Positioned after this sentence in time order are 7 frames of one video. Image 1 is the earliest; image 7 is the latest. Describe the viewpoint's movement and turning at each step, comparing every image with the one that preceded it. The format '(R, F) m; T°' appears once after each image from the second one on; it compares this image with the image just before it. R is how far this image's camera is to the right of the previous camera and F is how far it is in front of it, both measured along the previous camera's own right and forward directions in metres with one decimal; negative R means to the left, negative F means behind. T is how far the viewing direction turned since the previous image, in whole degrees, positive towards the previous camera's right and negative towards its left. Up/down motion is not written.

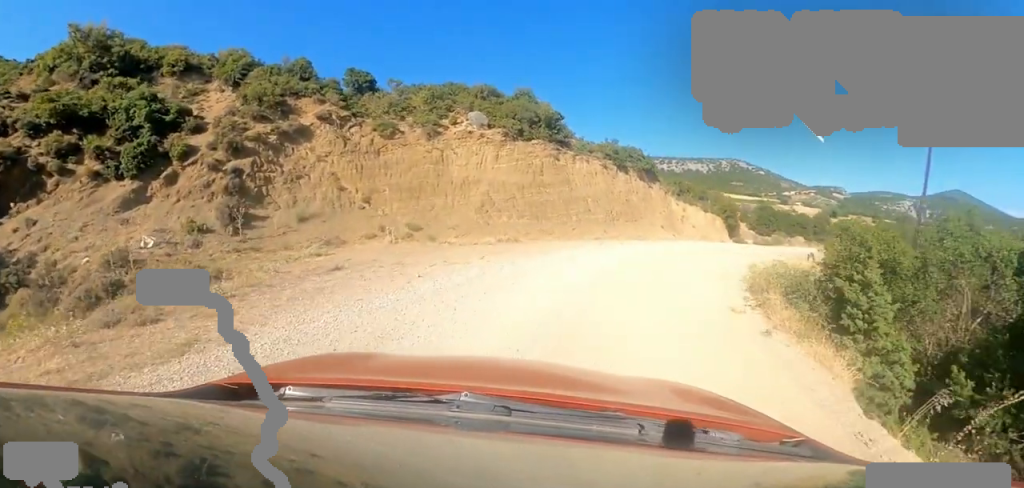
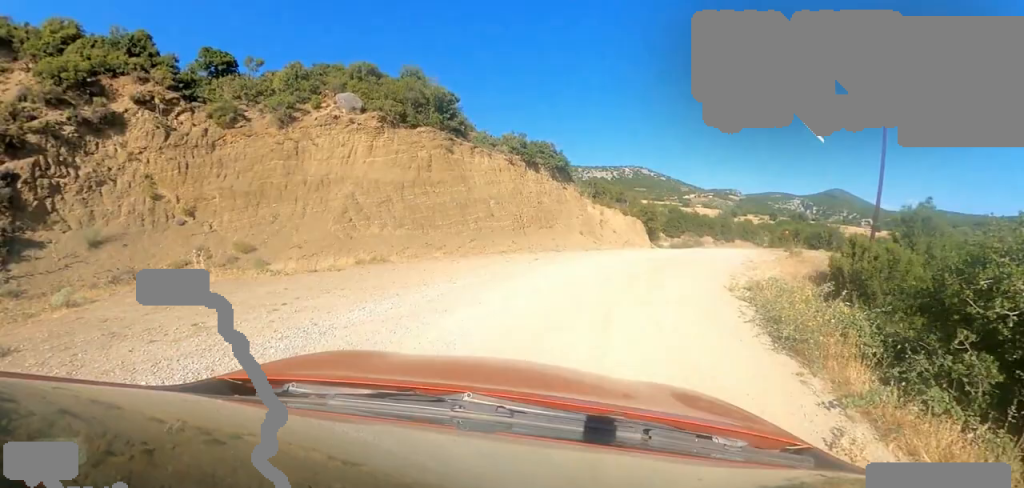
(+0.1, +5.0) m; +14°
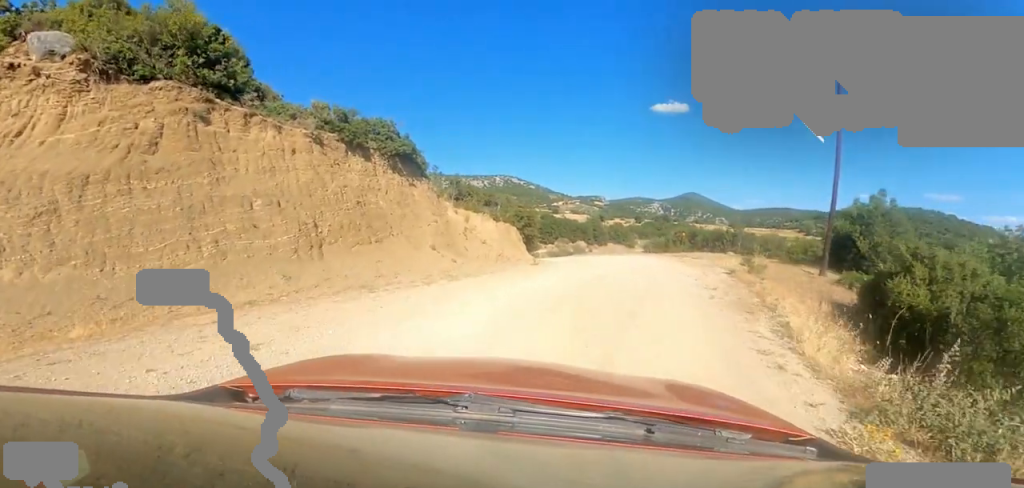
(+1.7, +6.4) m; +23°
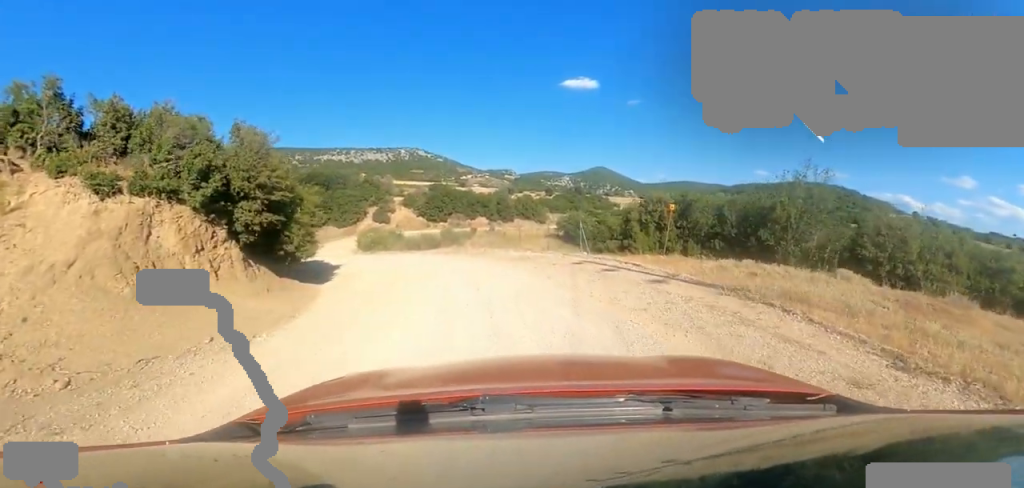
(+5.4, +16.3) m; +20°
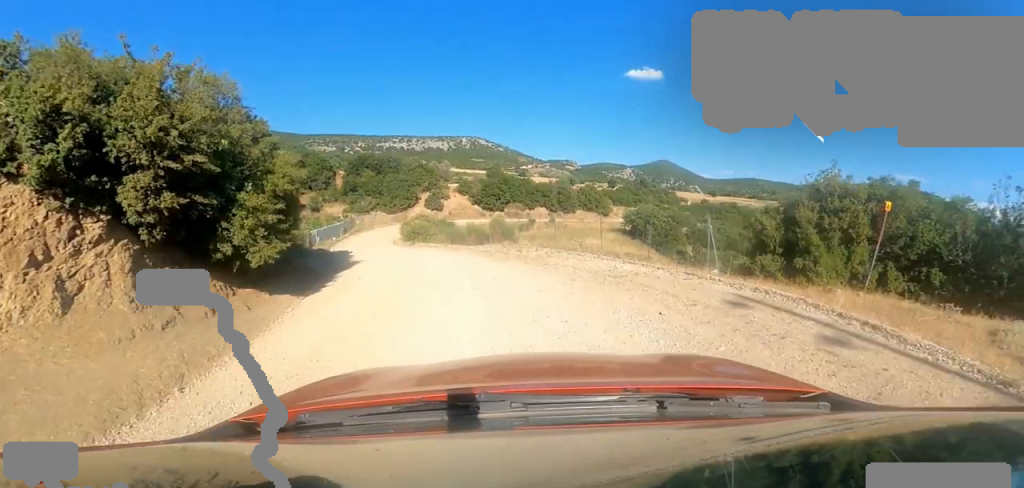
(-0.1, +5.3) m; -4°
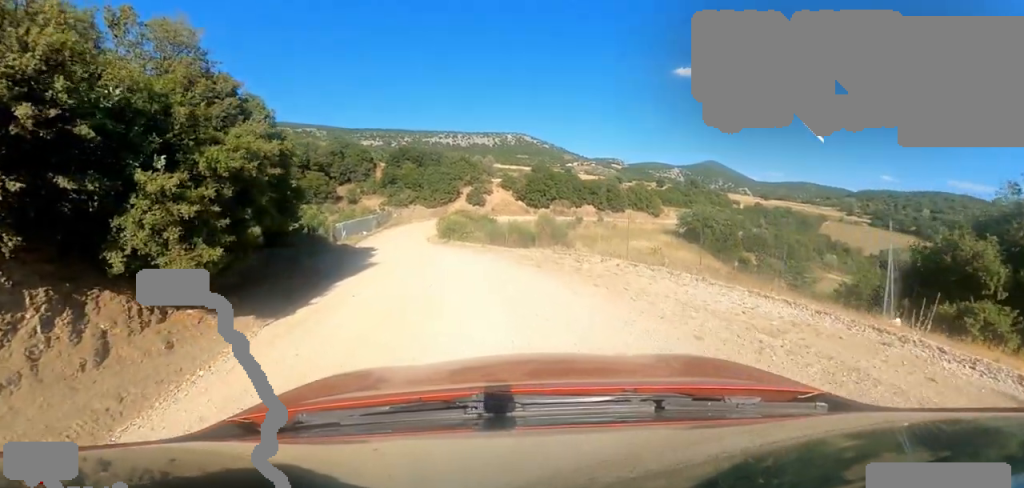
(+0.4, +3.4) m; -7°
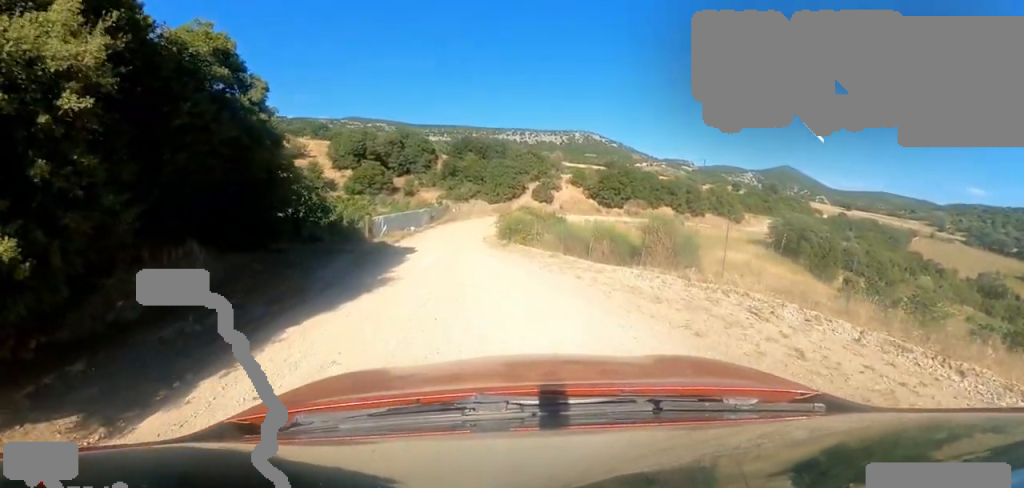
(-1.0, +4.7) m; -20°
